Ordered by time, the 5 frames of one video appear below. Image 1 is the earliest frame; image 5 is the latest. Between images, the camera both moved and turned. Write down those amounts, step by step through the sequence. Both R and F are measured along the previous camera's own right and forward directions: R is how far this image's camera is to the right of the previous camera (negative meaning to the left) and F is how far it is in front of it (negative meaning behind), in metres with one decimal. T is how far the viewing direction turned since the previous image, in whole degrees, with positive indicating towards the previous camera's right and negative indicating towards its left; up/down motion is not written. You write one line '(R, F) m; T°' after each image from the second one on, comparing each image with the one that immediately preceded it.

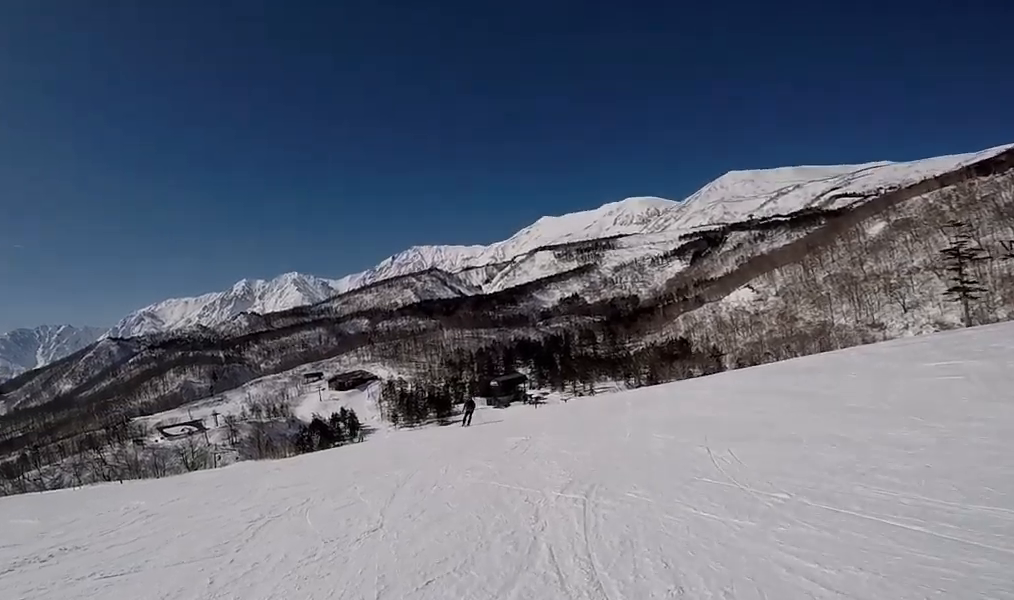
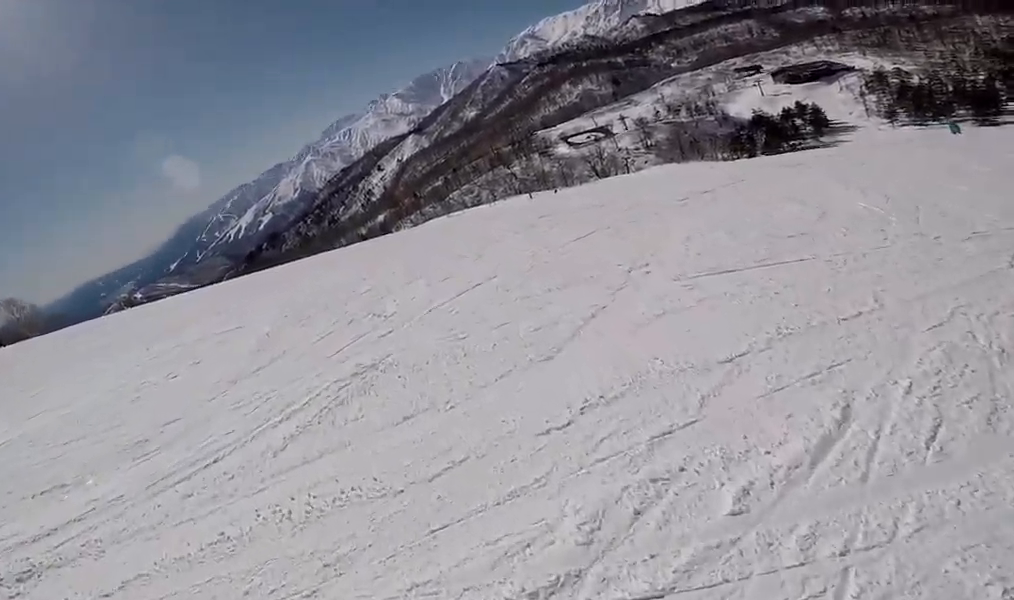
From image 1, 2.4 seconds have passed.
(-4.0, +6.1) m; -45°
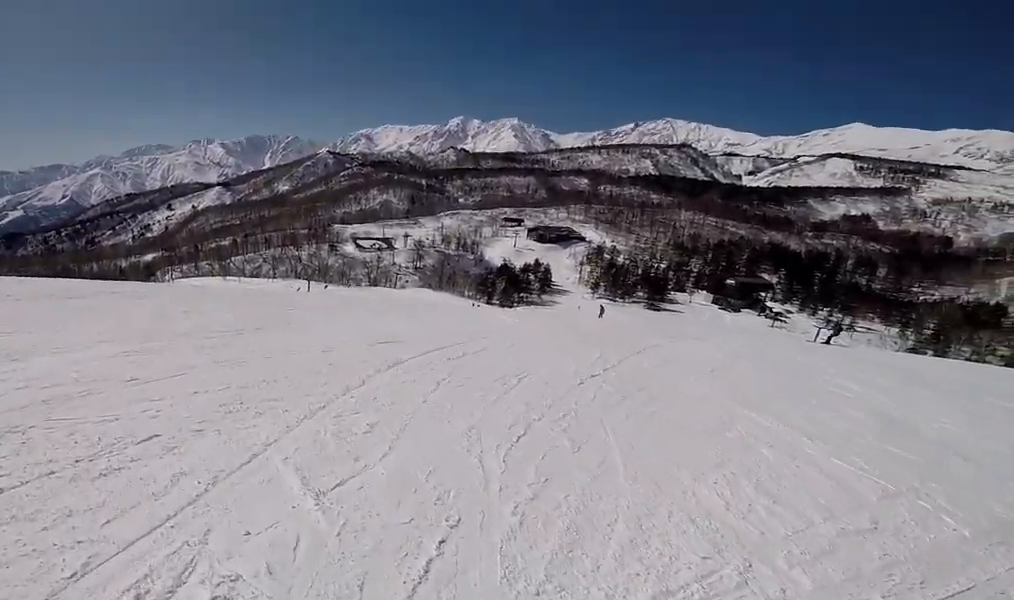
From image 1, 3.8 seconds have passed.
(-0.1, +5.0) m; +23°
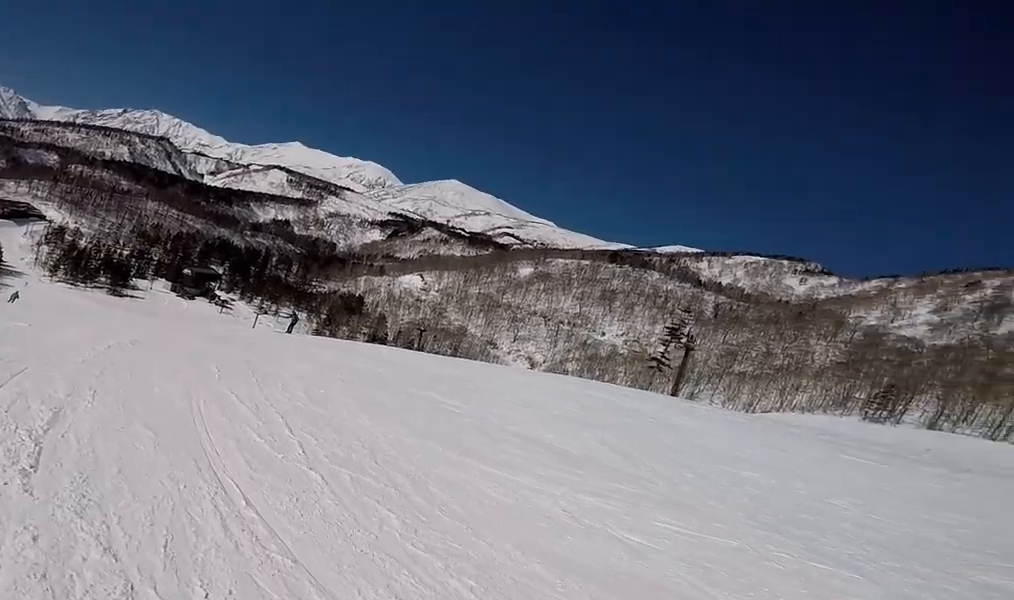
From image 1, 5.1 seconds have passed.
(+2.1, +4.7) m; +46°
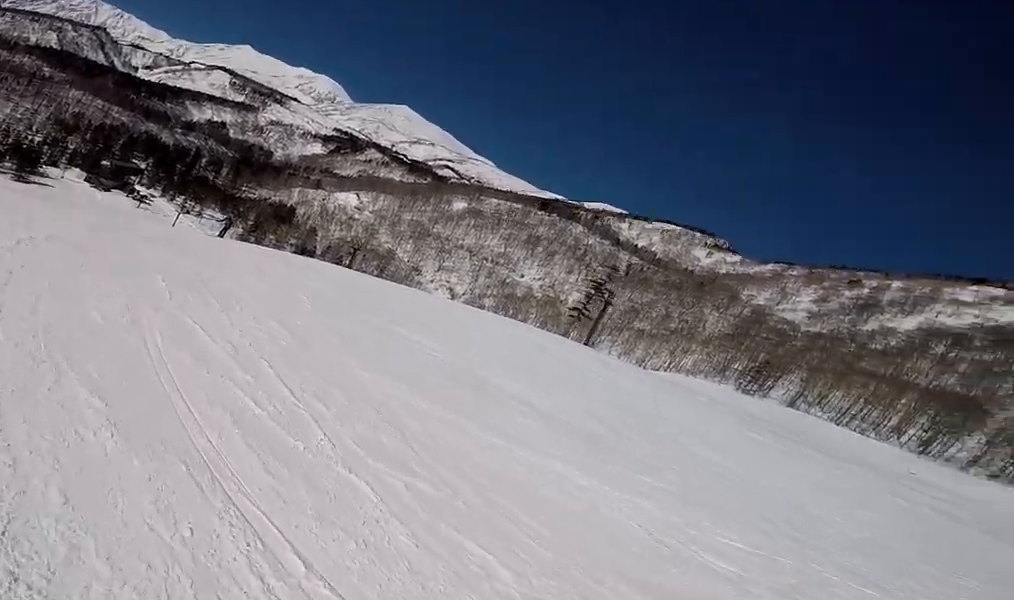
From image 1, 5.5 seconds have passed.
(0.0, +1.7) m; +14°
